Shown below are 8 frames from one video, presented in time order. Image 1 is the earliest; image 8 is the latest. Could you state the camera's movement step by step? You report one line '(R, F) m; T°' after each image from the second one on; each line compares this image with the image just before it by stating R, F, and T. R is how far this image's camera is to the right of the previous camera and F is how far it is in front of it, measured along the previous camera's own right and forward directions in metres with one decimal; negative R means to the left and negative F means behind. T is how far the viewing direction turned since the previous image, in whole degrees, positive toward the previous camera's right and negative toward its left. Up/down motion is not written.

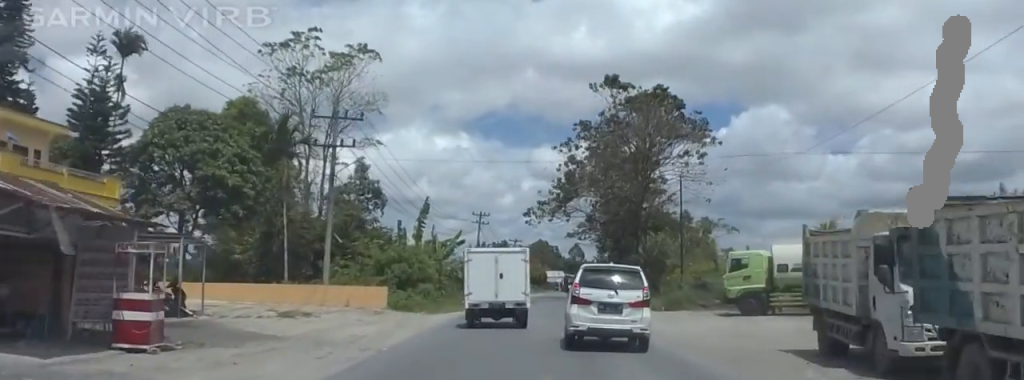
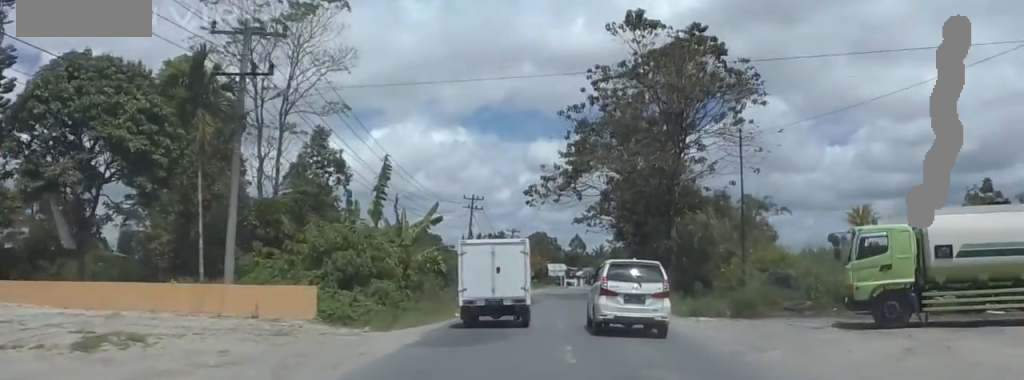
(+1.4, +13.2) m; 0°
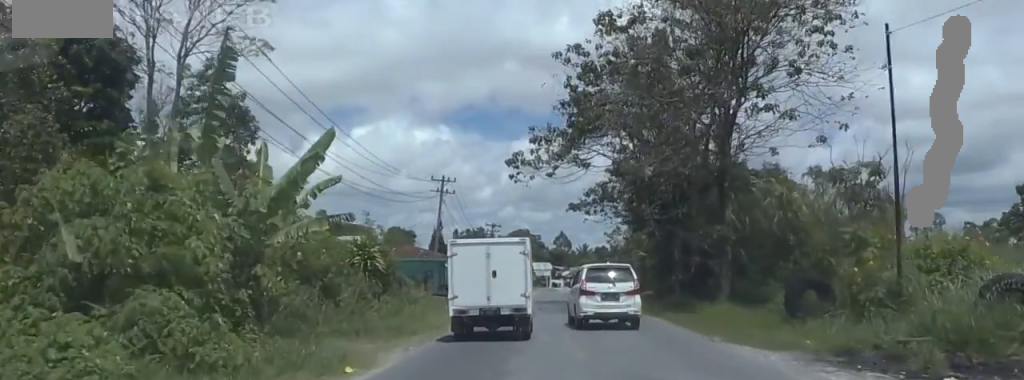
(-1.1, +15.9) m; +1°
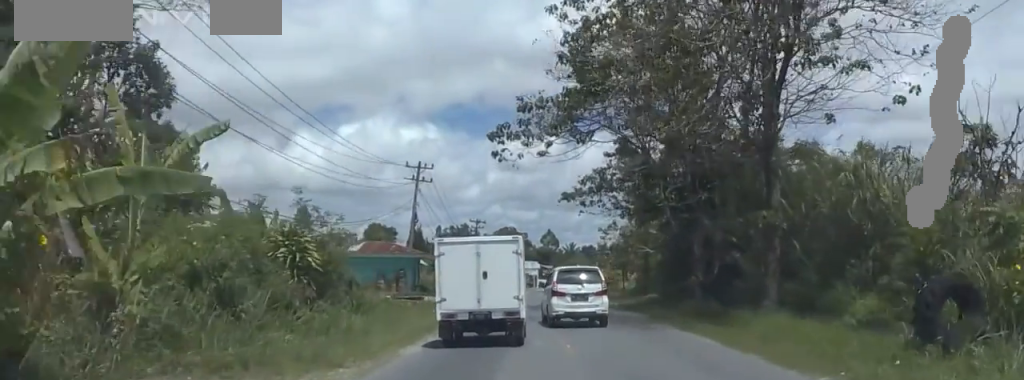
(+0.5, +7.8) m; +4°
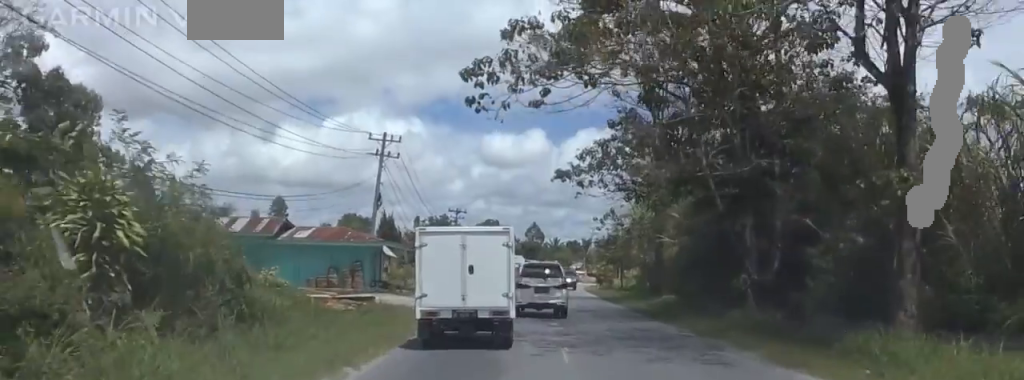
(+0.3, +9.7) m; +2°
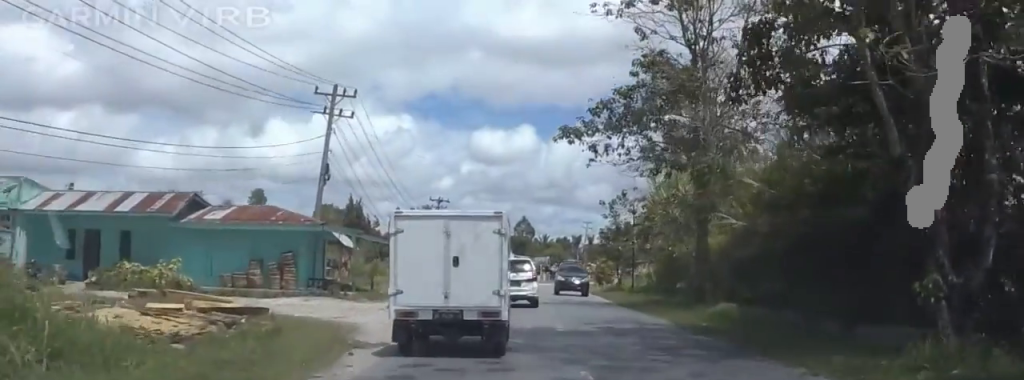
(+0.1, +11.6) m; +2°
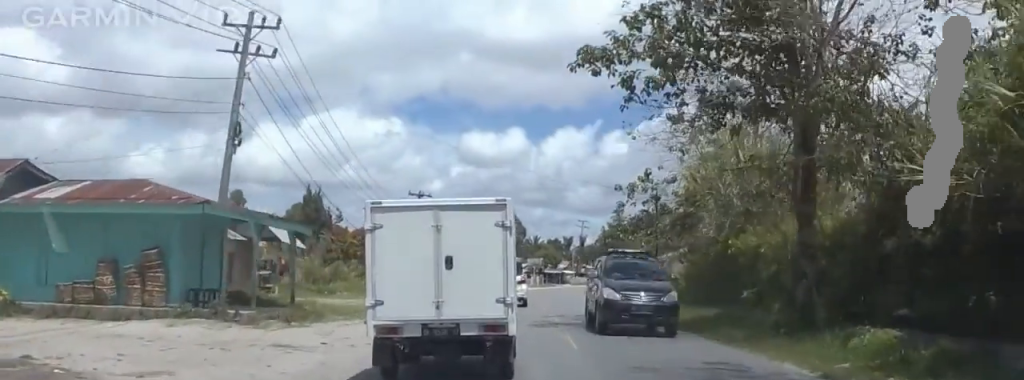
(+0.2, +11.2) m; -2°
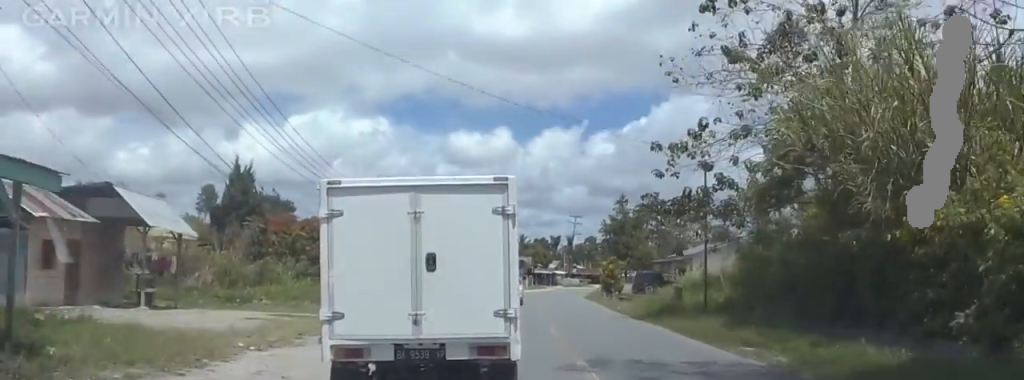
(-0.8, +12.7) m; -5°
